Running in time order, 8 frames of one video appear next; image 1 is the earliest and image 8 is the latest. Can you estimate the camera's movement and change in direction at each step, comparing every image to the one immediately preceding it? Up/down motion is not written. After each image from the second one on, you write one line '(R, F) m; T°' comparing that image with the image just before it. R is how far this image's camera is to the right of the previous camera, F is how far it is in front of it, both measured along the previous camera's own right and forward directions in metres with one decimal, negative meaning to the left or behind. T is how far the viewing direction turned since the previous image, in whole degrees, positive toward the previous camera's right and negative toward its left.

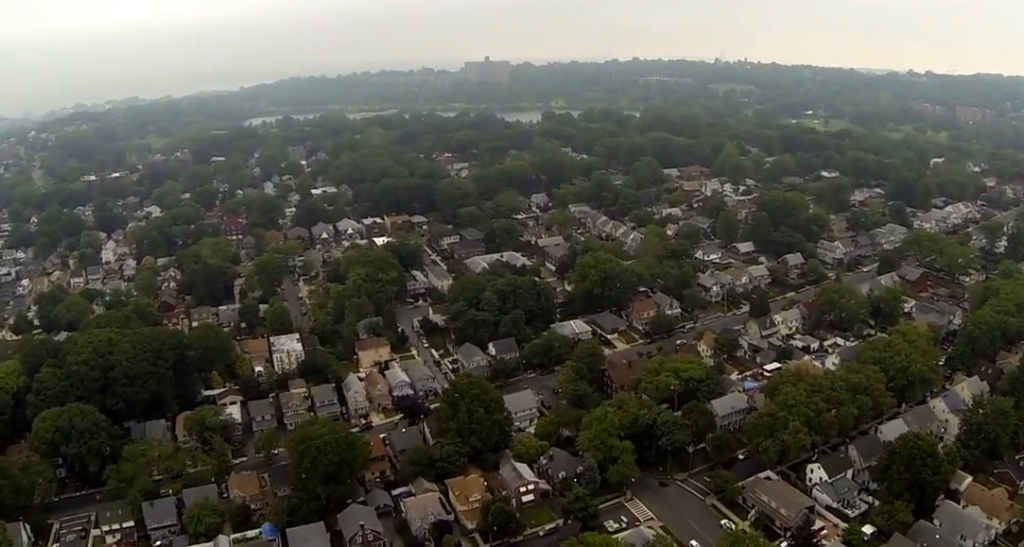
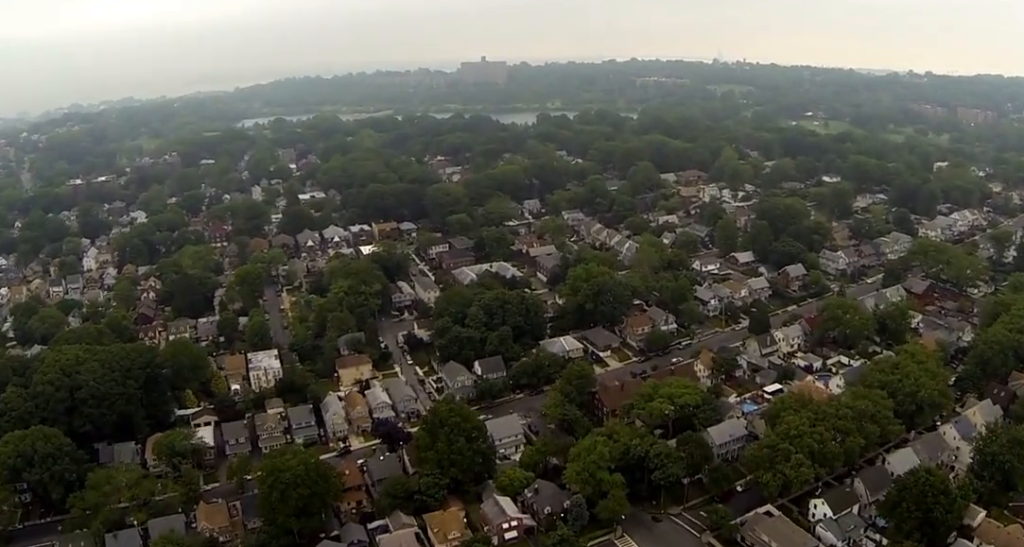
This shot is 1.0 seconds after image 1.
(0.0, +13.8) m; +1°
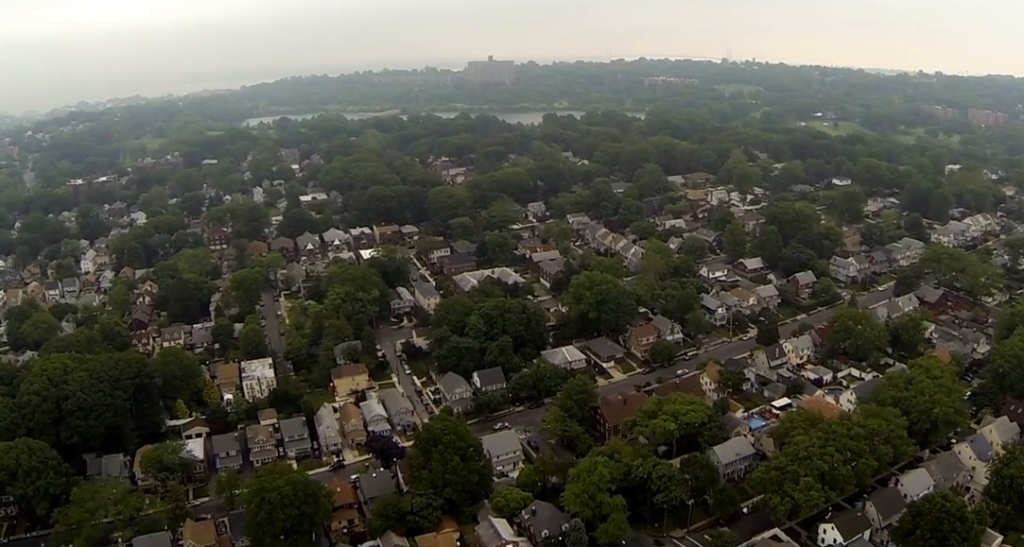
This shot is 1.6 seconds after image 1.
(0.0, +8.5) m; +2°
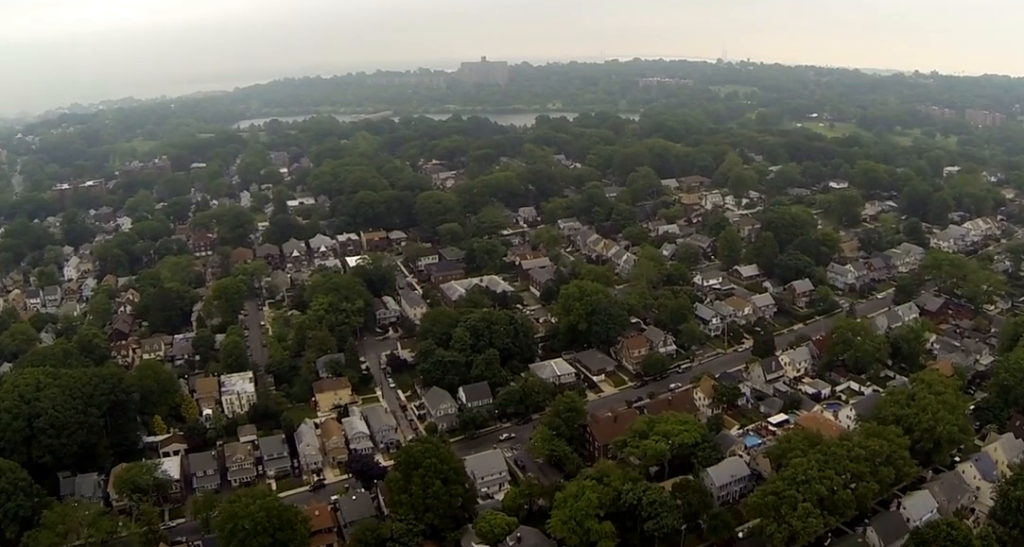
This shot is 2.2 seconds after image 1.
(+0.2, +8.9) m; +5°
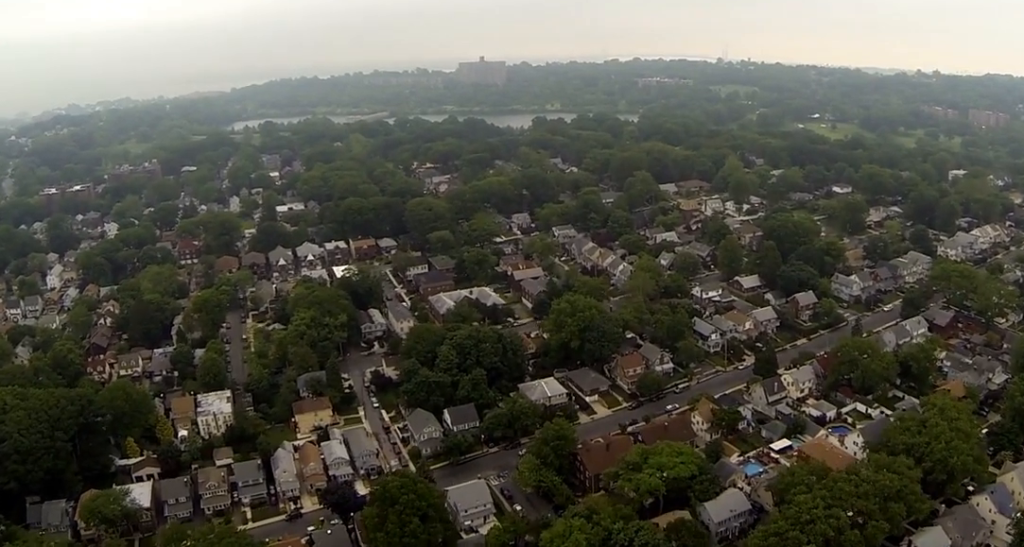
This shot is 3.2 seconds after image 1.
(+1.1, +13.4) m; +6°
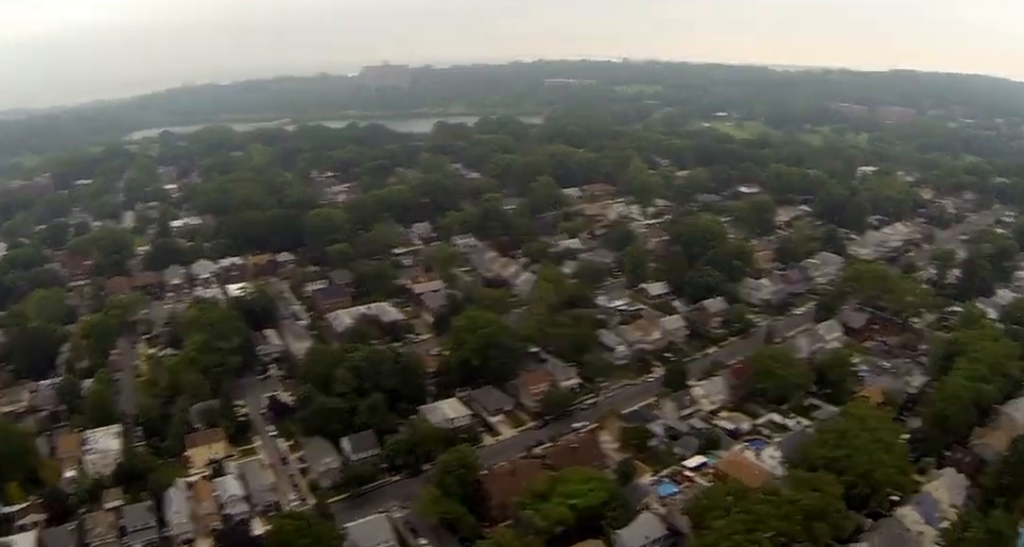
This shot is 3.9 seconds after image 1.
(+0.4, +10.2) m; +5°
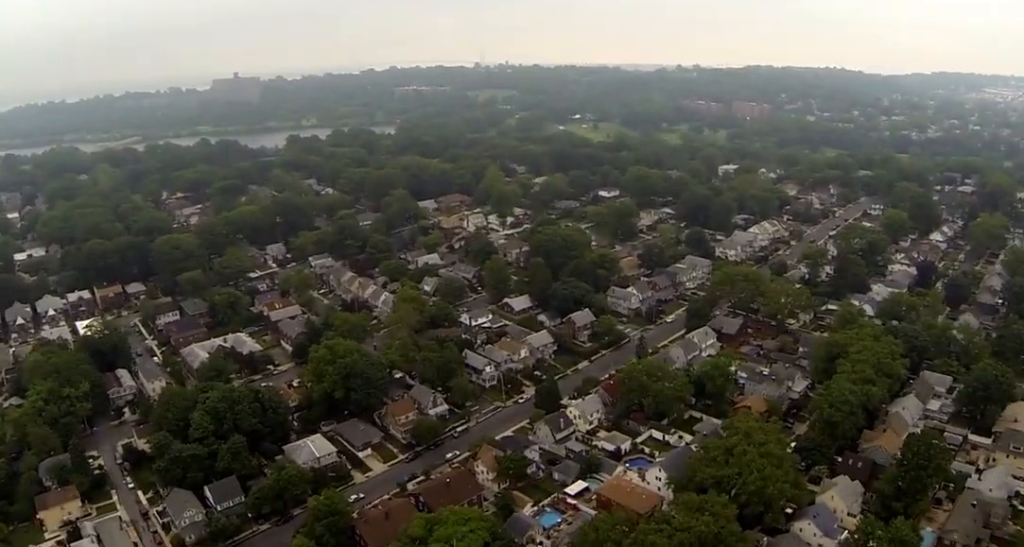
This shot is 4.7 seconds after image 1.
(0.0, +10.6) m; +6°
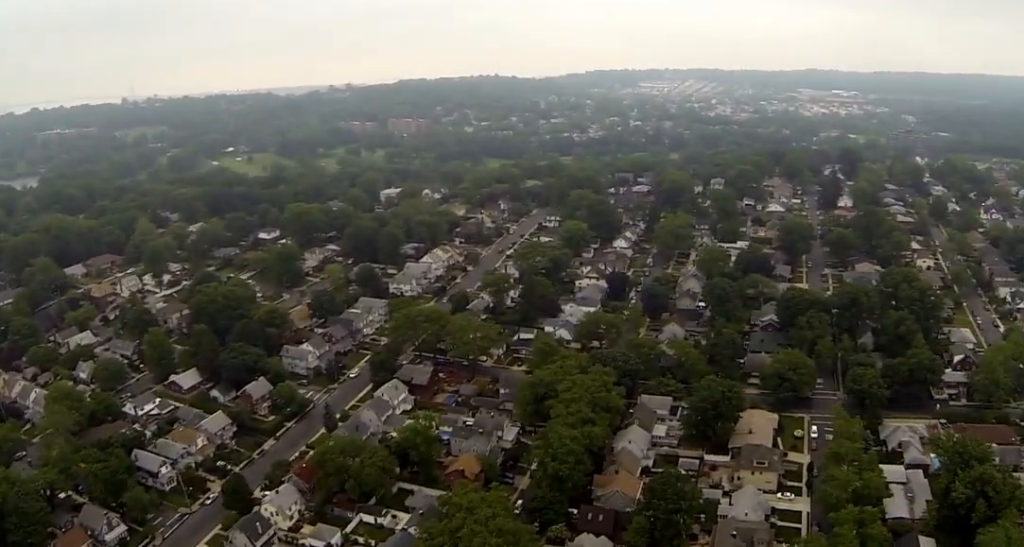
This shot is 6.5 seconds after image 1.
(+4.0, +24.3) m; +20°
